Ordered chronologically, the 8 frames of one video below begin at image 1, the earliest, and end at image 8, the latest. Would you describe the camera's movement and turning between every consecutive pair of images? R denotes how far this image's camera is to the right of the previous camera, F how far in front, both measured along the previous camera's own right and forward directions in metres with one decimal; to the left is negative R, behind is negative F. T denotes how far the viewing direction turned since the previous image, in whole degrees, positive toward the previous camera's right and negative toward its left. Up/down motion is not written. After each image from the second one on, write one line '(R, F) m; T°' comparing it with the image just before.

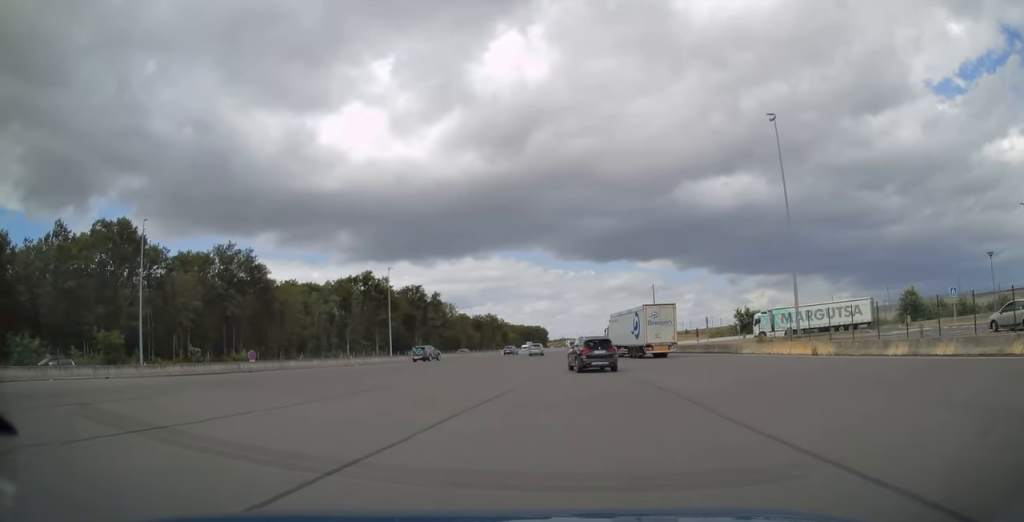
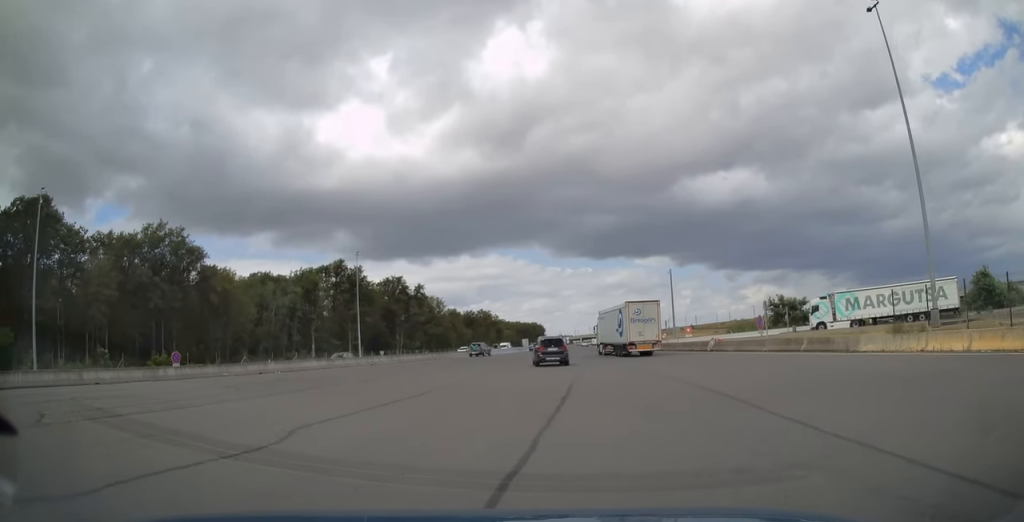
(-0.1, +18.7) m; 0°
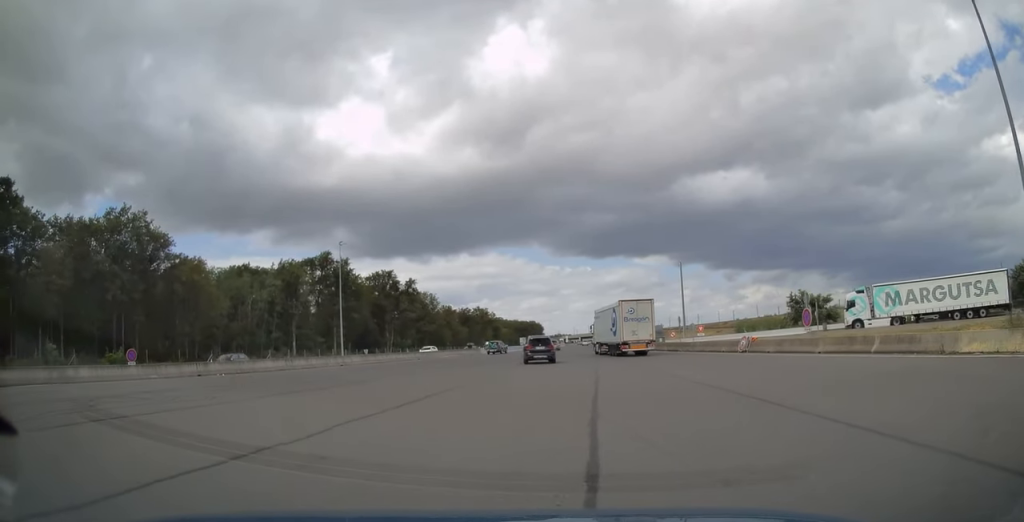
(0.0, +8.2) m; 0°
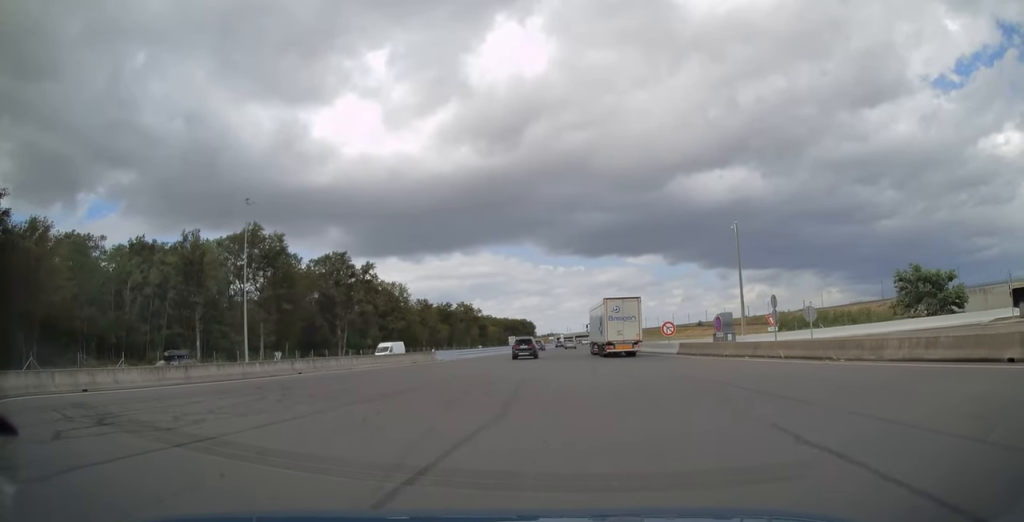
(+0.2, +29.7) m; +1°
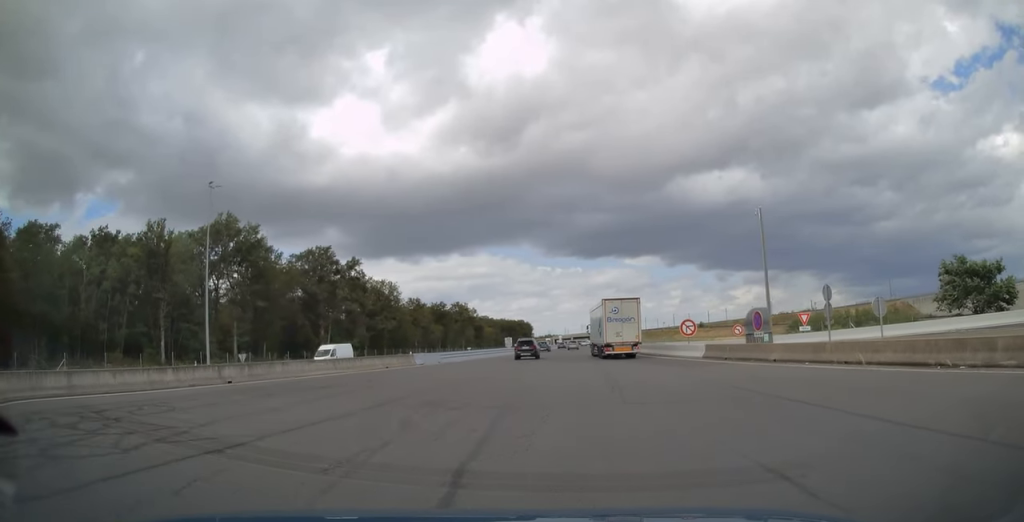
(0.0, +7.8) m; 0°
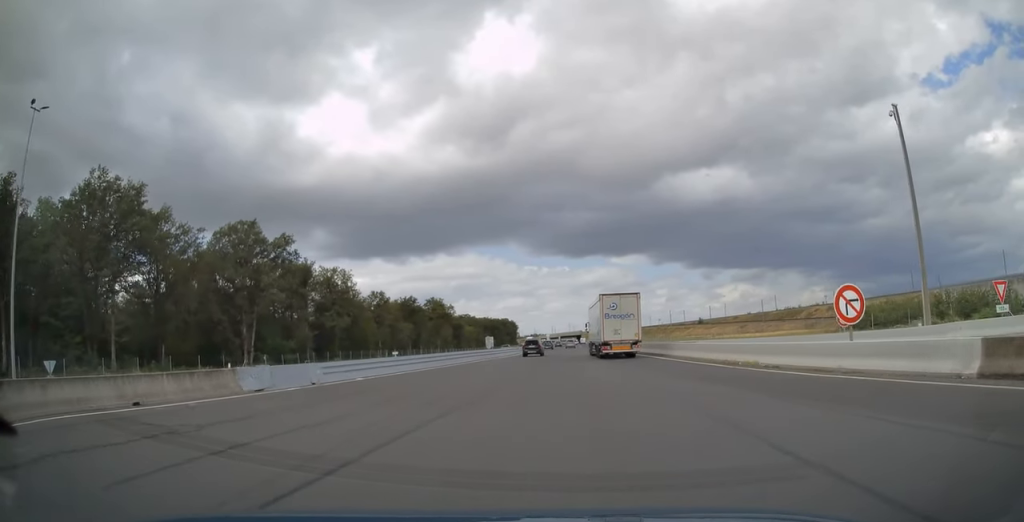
(+0.2, +24.8) m; +1°
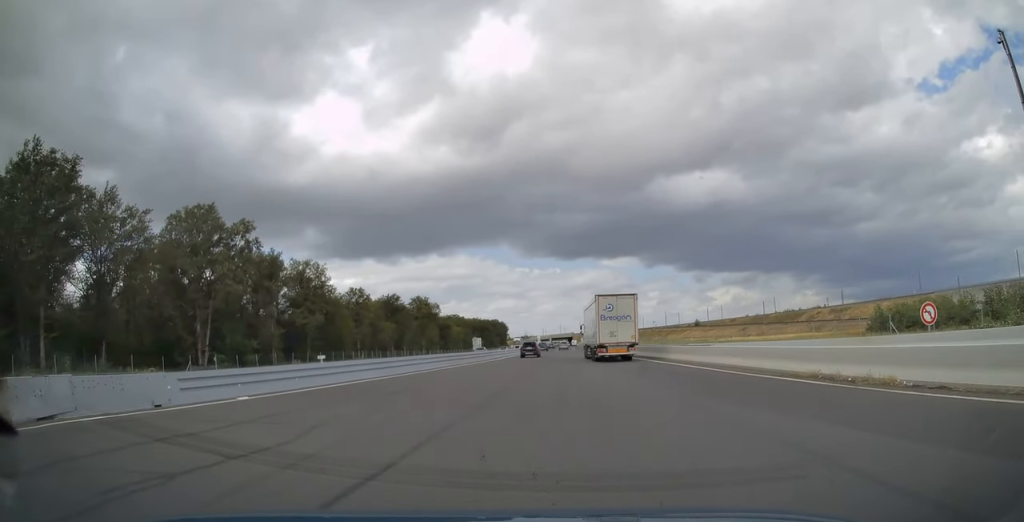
(+0.1, +10.1) m; +1°
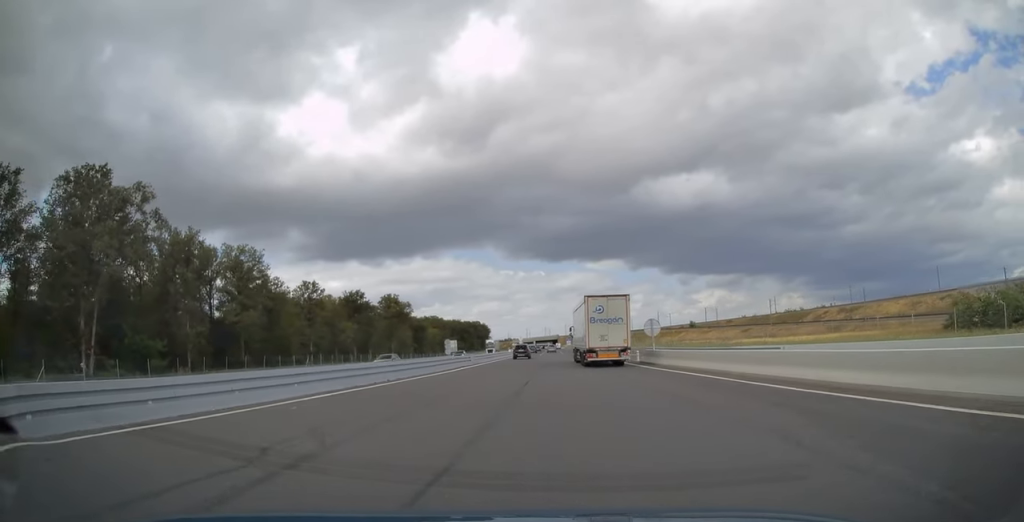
(+0.2, +19.6) m; +1°
